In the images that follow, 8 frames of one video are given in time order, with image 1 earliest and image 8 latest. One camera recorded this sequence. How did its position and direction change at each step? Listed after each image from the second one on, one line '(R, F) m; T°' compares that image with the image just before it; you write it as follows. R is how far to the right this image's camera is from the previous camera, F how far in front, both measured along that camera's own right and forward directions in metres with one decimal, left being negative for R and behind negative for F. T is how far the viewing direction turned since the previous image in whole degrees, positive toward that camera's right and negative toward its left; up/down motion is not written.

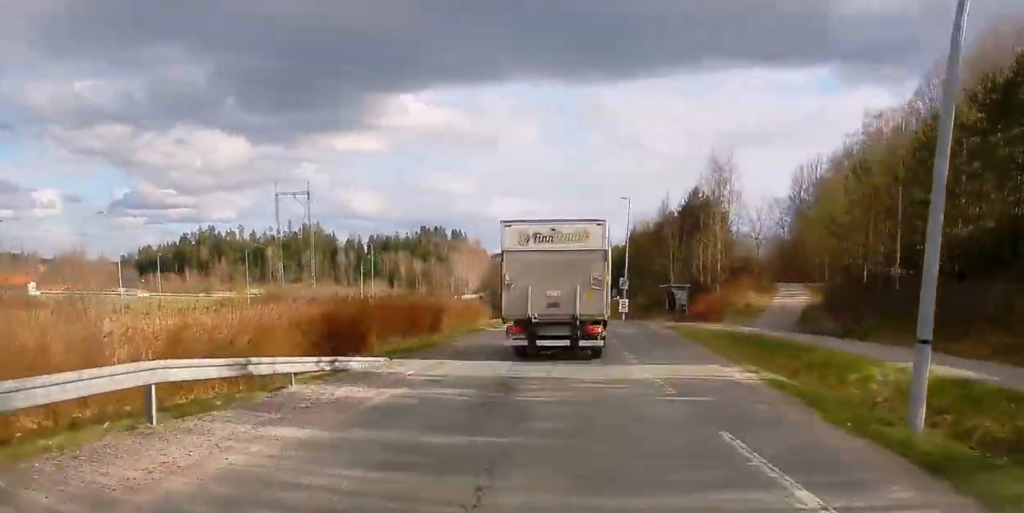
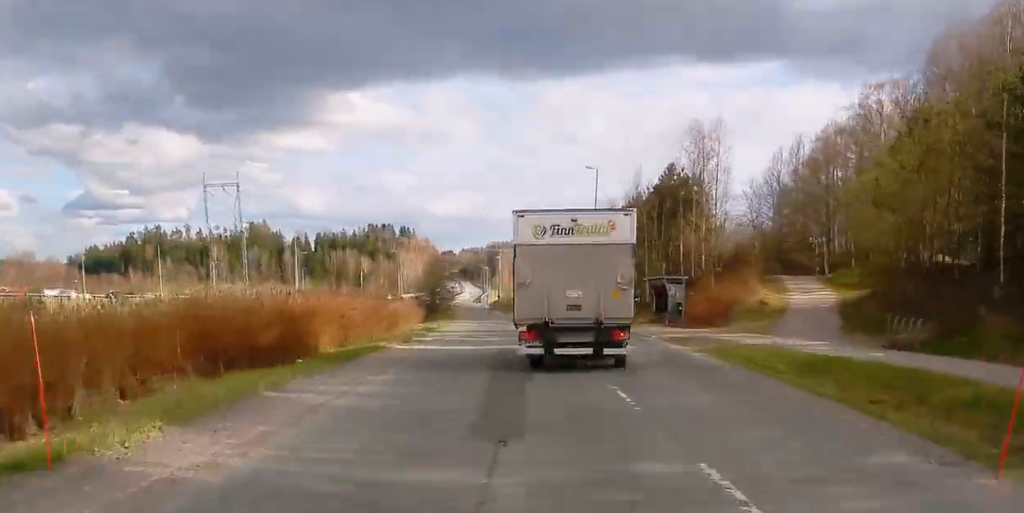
(+0.4, +14.5) m; +2°
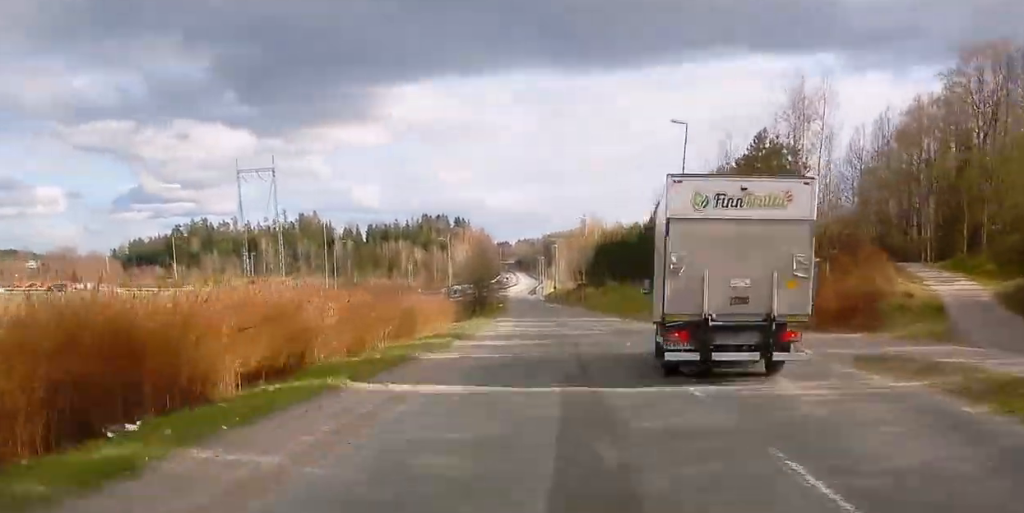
(-0.1, +12.1) m; 0°
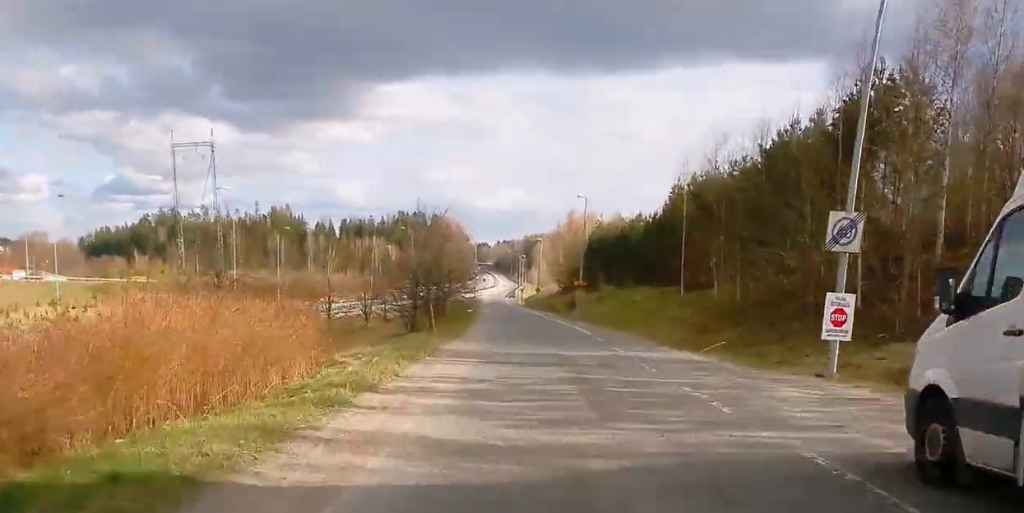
(+0.1, +25.8) m; 0°
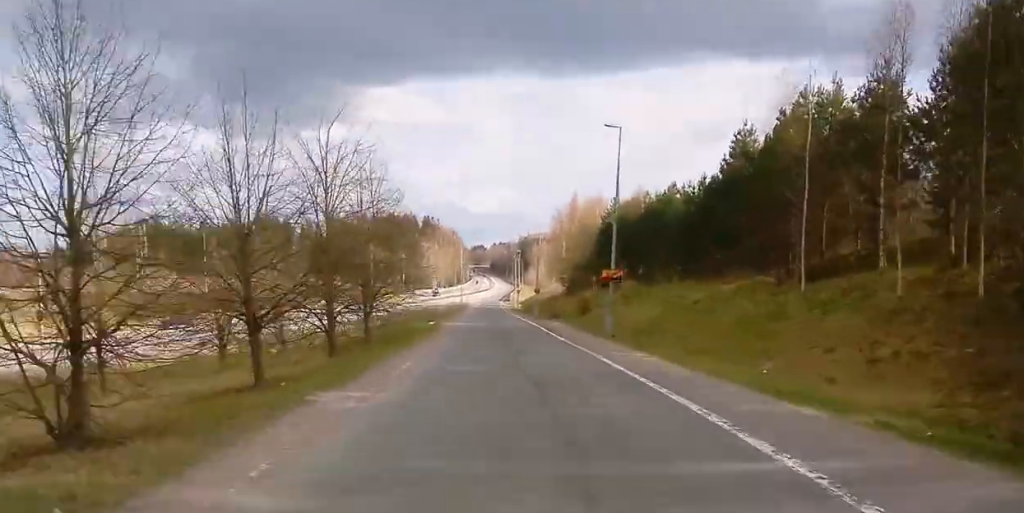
(-0.1, +30.7) m; -1°
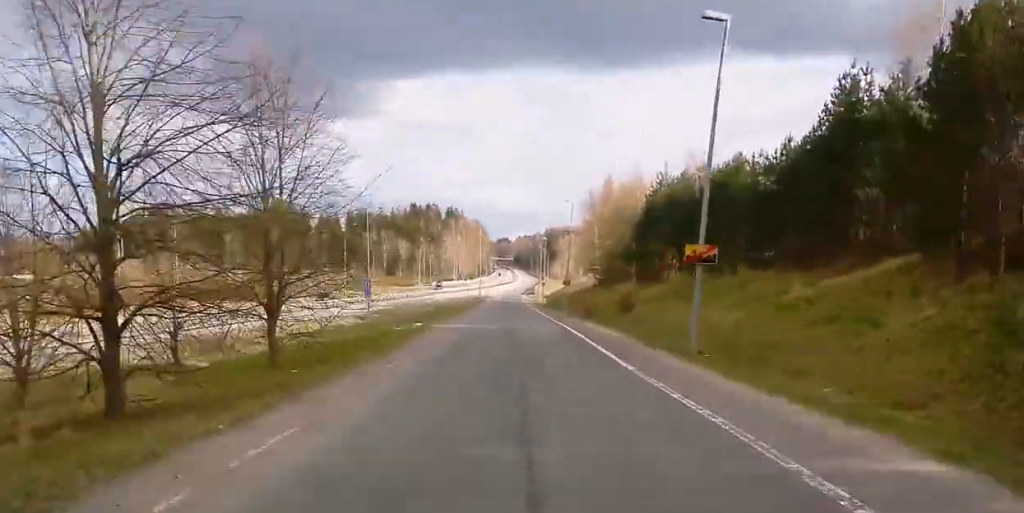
(-0.1, +16.3) m; -1°
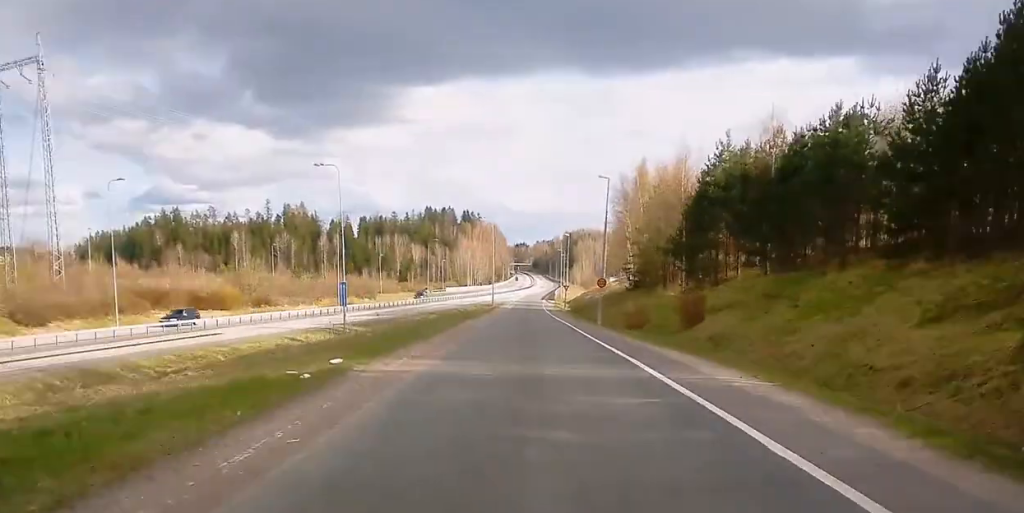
(-0.2, +18.6) m; 0°
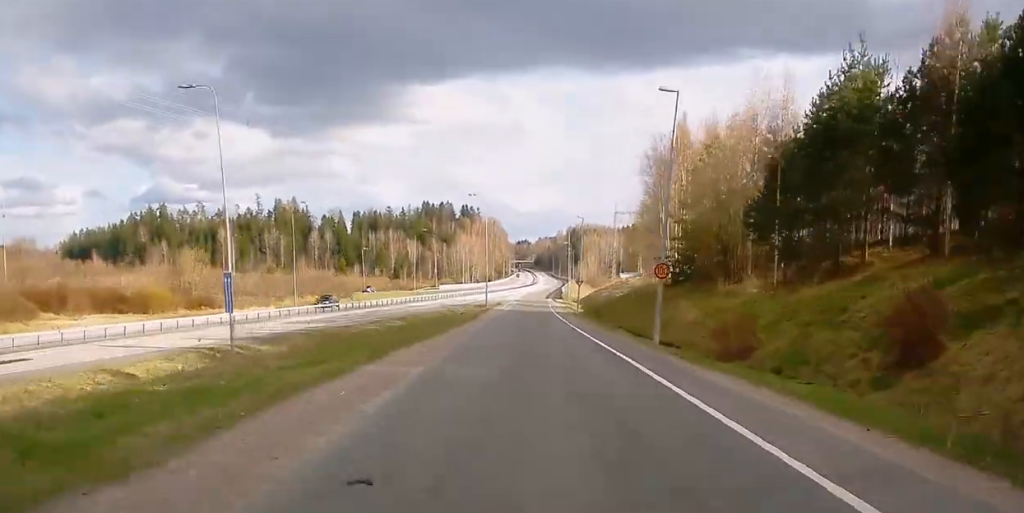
(-0.1, +25.0) m; 0°
